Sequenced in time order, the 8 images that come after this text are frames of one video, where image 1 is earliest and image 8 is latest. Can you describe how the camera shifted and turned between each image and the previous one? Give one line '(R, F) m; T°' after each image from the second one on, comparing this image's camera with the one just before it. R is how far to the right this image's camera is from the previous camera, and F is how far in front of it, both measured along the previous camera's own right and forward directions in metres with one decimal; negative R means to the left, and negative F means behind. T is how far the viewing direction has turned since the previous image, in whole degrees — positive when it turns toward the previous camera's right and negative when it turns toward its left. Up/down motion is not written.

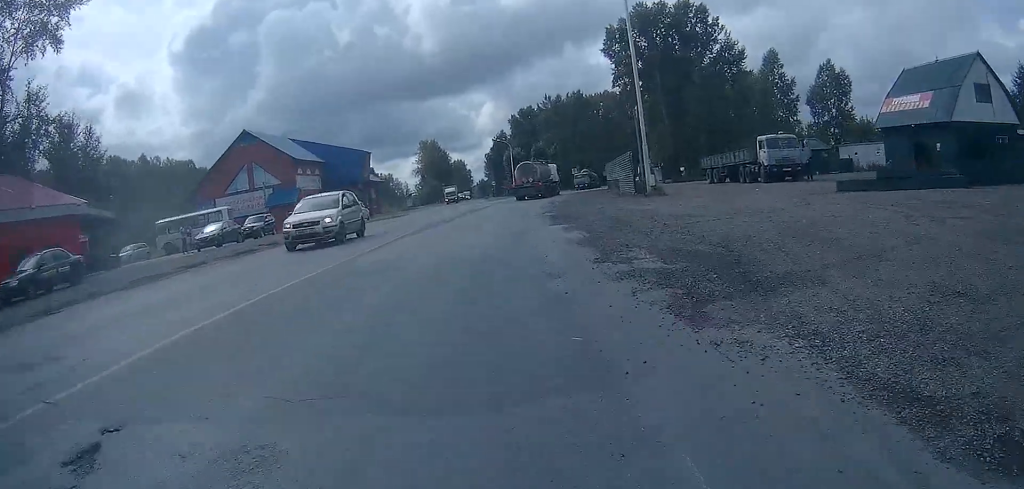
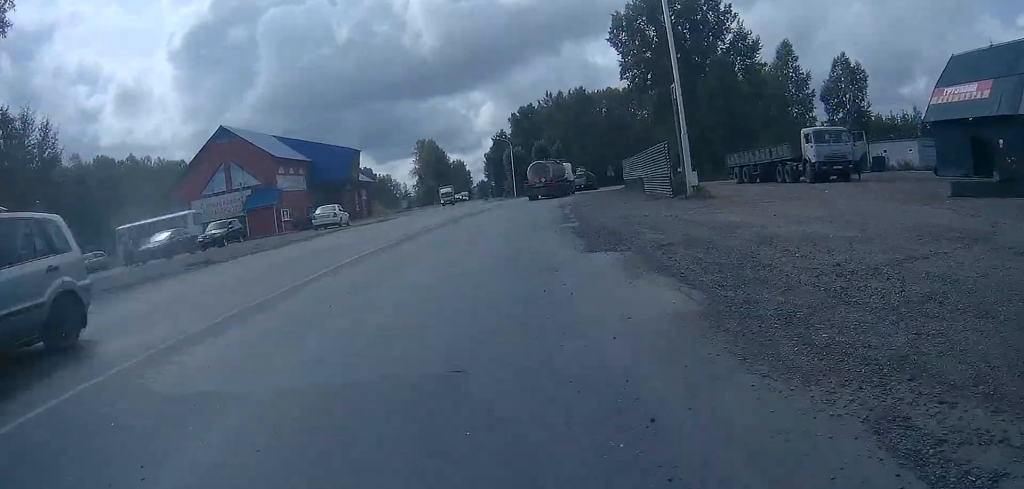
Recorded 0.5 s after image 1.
(0.0, +6.3) m; 0°
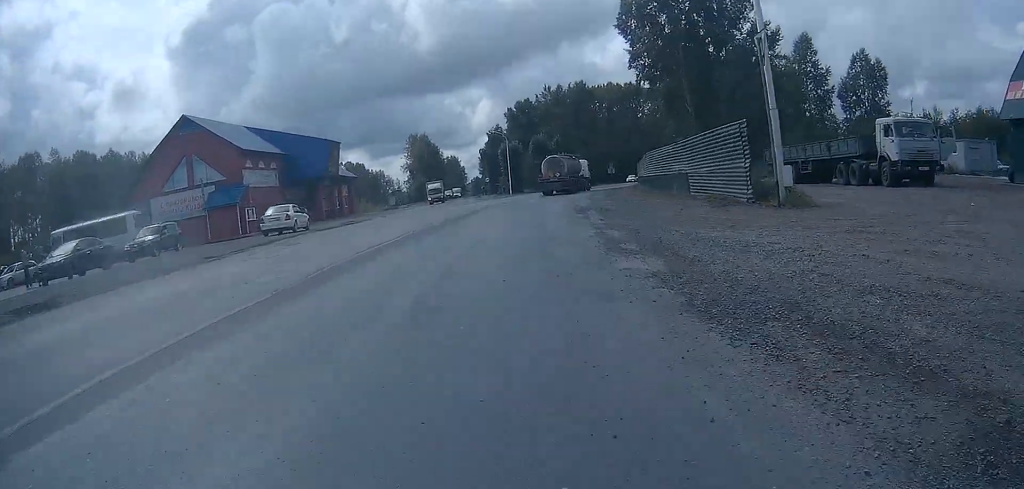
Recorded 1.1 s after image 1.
(0.0, +7.8) m; 0°
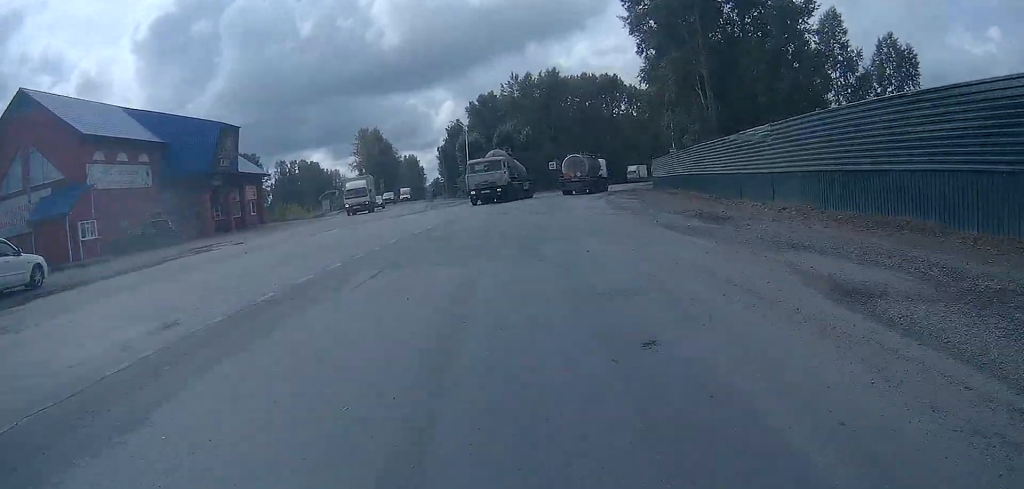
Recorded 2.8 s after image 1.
(+0.2, +20.1) m; +2°
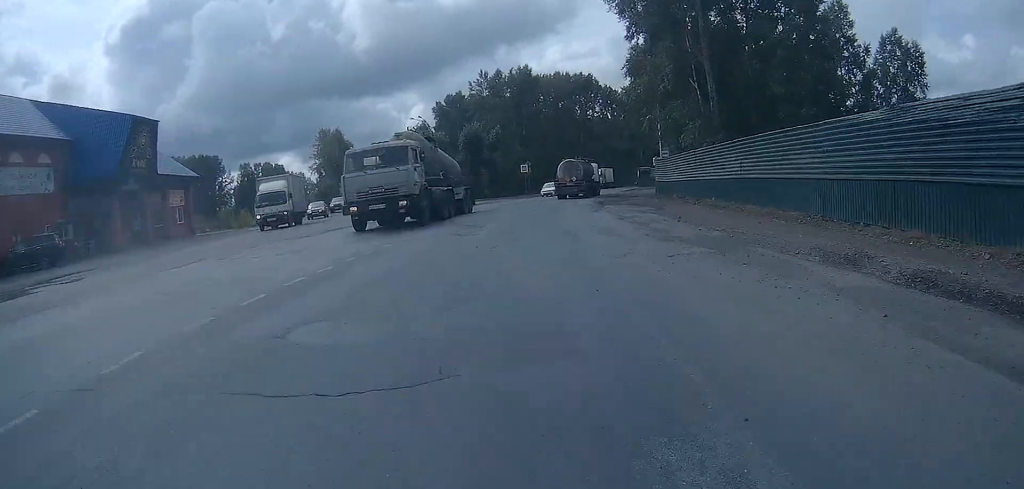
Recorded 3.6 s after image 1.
(0.0, +9.4) m; +2°
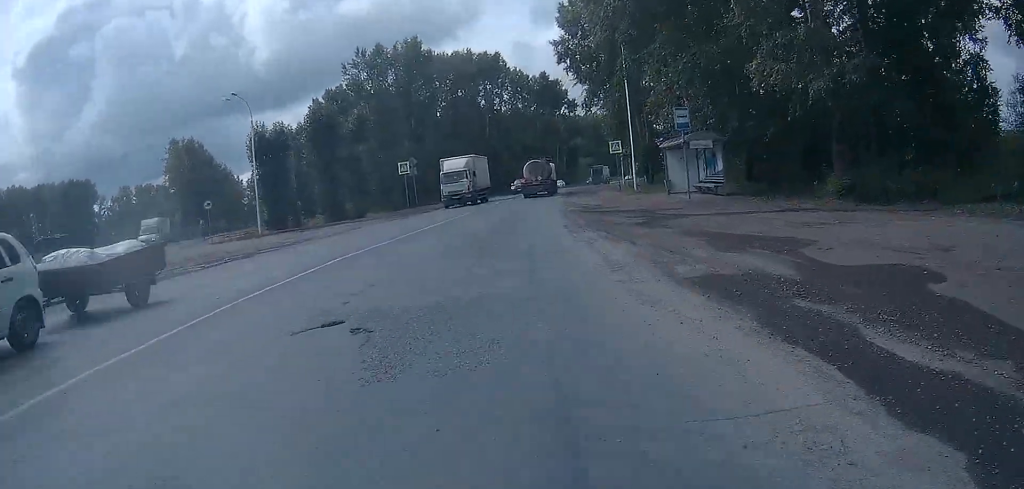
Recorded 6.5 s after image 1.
(+2.6, +31.4) m; +10°
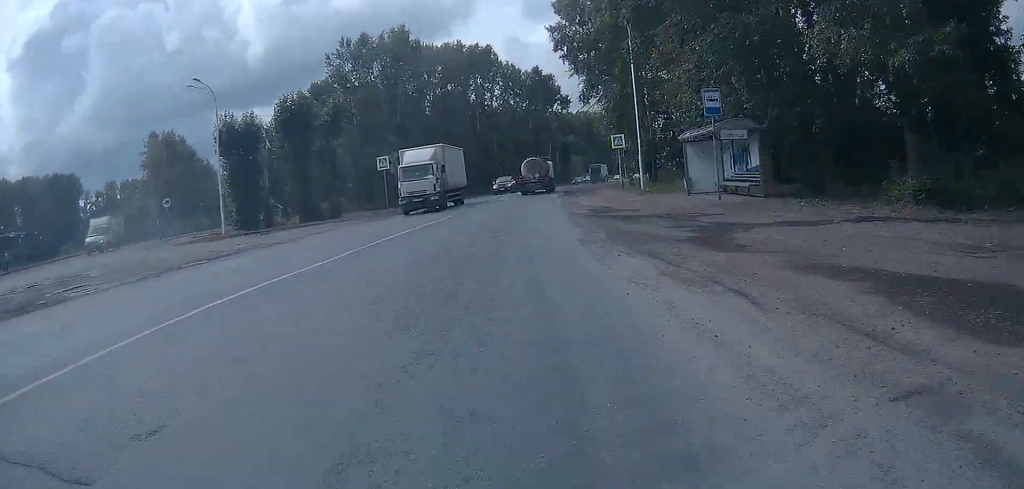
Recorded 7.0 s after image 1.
(+0.1, +5.3) m; +1°
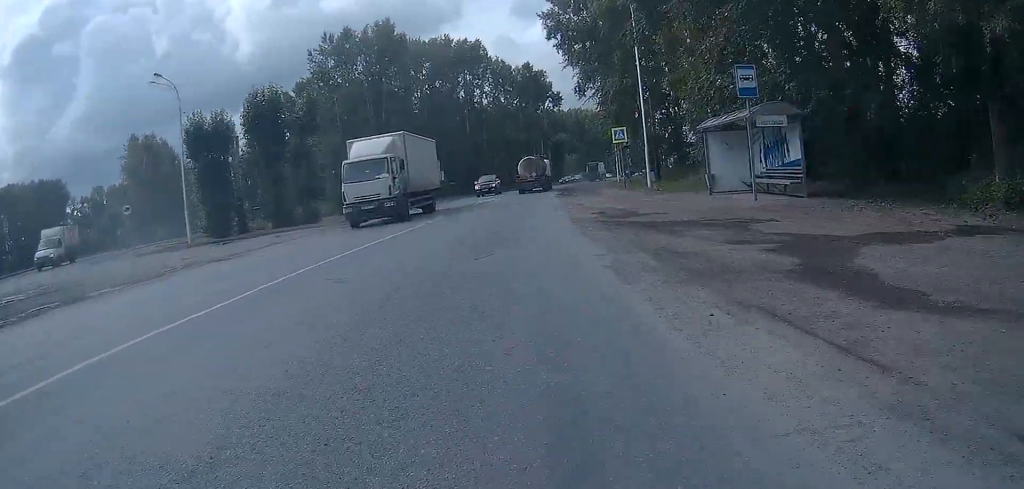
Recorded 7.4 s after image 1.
(0.0, +4.2) m; 0°
